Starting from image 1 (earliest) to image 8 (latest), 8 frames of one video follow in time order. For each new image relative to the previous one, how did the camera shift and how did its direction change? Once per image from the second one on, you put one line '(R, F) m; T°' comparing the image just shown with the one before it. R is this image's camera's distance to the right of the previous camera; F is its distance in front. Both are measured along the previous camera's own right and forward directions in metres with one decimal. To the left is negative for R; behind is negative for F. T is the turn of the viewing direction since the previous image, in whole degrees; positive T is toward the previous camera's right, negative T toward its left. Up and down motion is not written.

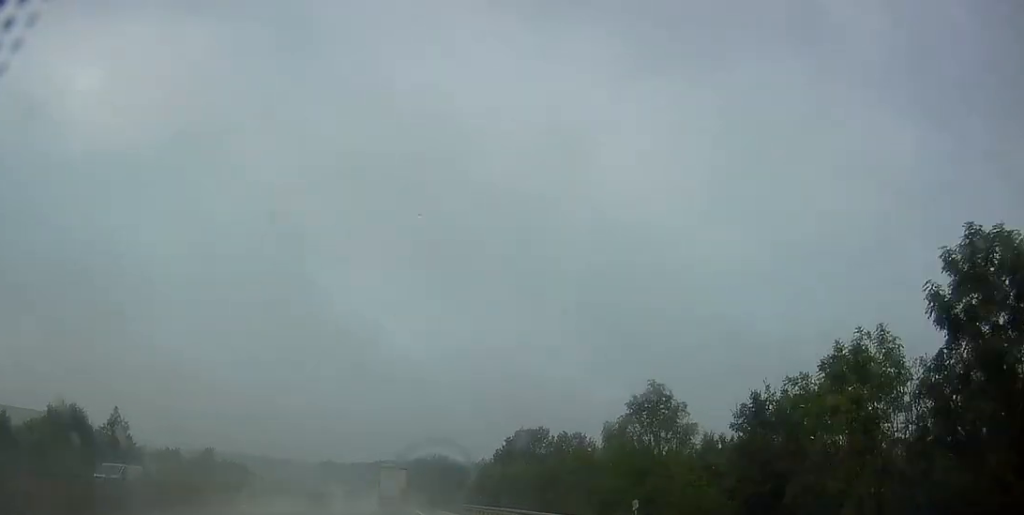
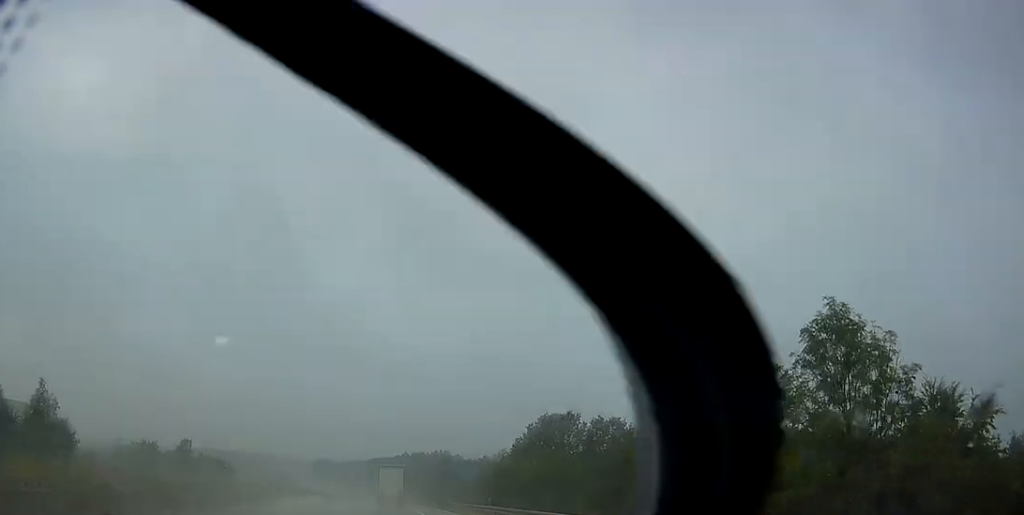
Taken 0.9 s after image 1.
(0.0, +20.1) m; 0°
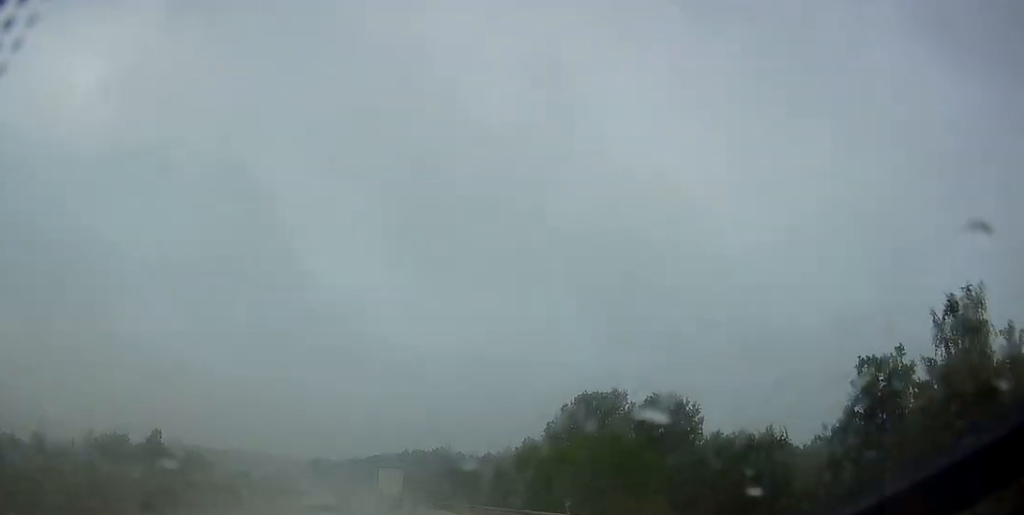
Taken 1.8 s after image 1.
(0.0, +21.0) m; 0°
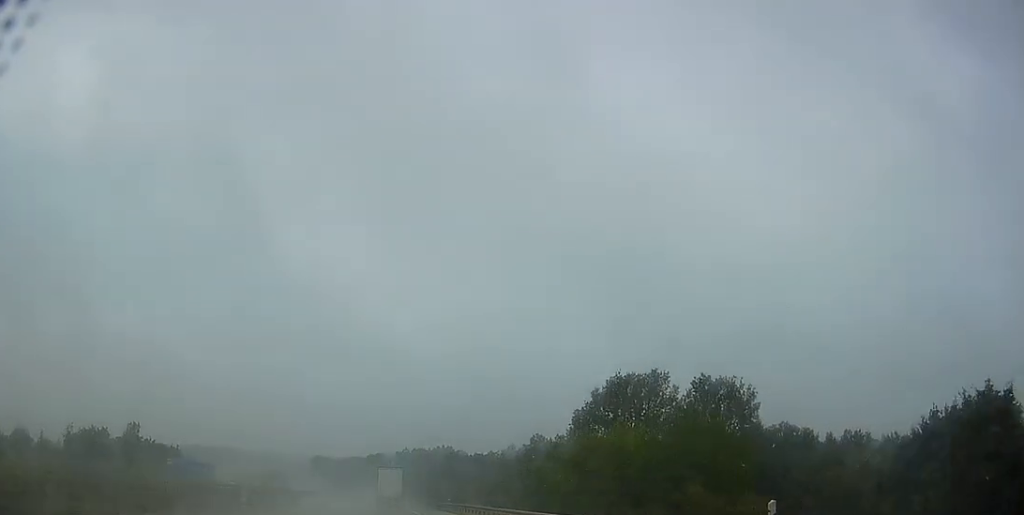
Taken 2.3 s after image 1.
(0.0, +12.6) m; 0°
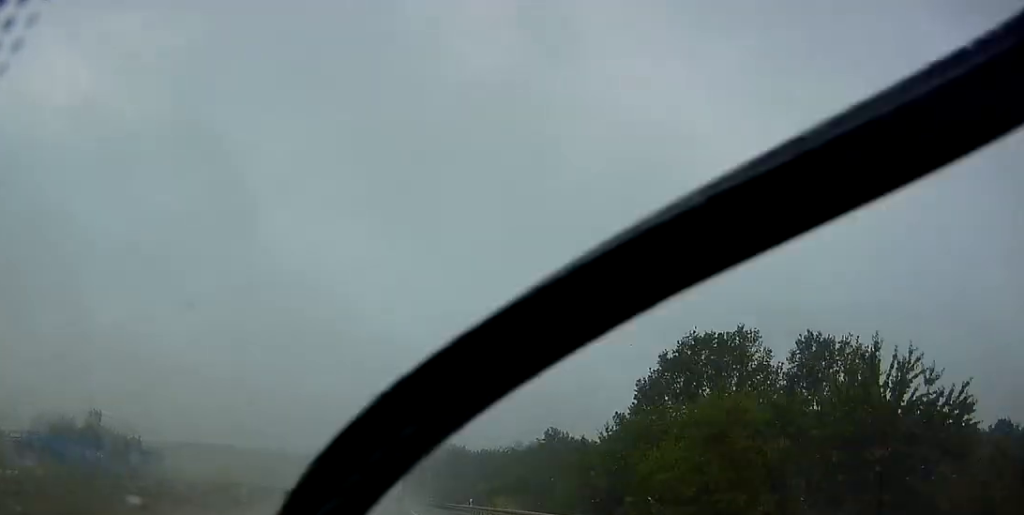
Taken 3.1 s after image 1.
(0.0, +18.2) m; 0°
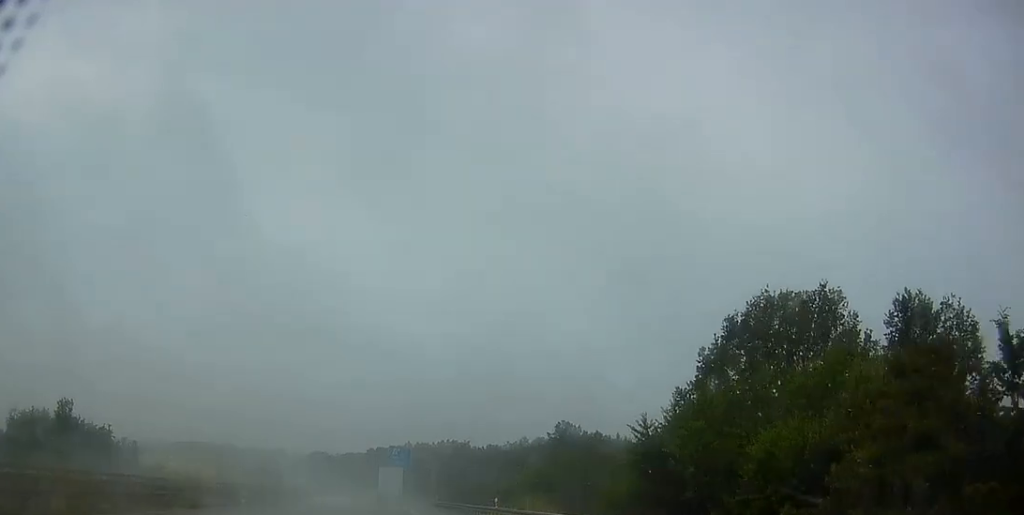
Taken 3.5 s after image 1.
(0.0, +11.1) m; 0°
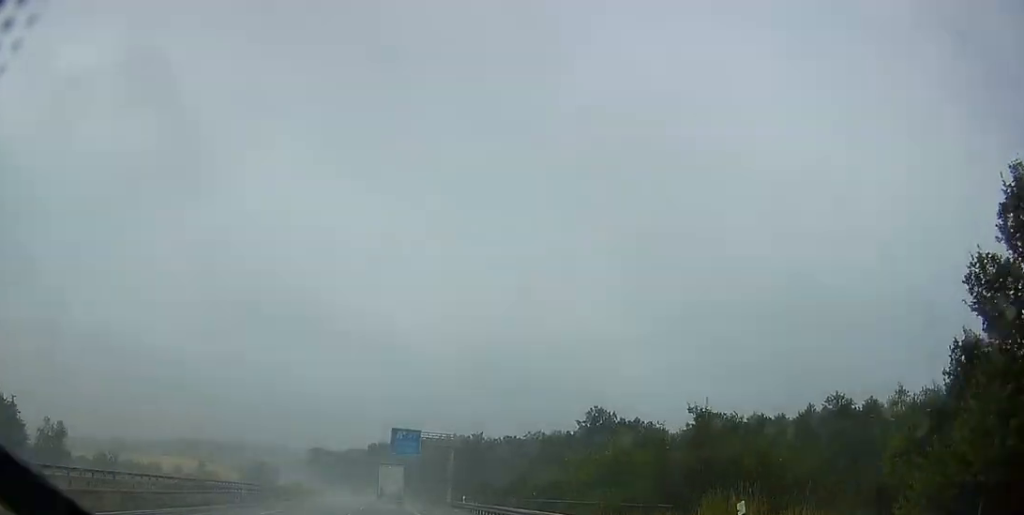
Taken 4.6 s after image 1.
(0.0, +25.5) m; 0°
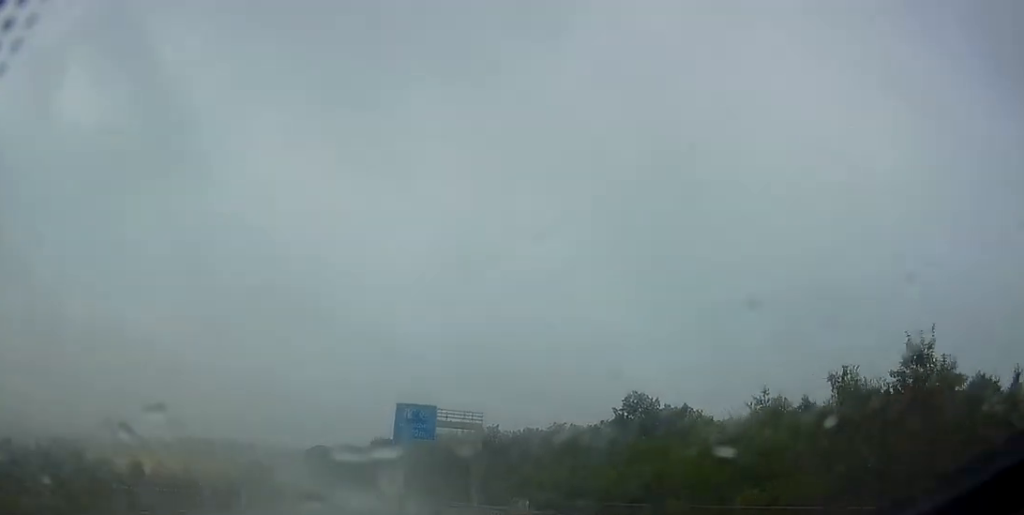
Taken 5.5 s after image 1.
(0.0, +22.3) m; -1°
